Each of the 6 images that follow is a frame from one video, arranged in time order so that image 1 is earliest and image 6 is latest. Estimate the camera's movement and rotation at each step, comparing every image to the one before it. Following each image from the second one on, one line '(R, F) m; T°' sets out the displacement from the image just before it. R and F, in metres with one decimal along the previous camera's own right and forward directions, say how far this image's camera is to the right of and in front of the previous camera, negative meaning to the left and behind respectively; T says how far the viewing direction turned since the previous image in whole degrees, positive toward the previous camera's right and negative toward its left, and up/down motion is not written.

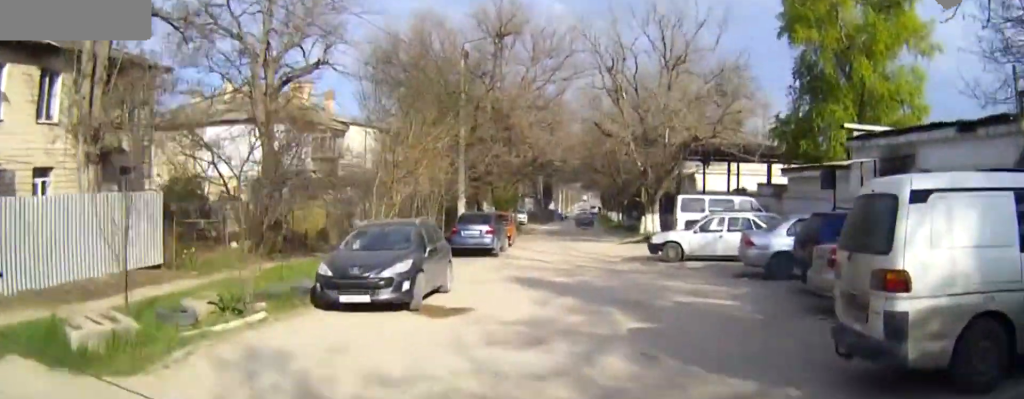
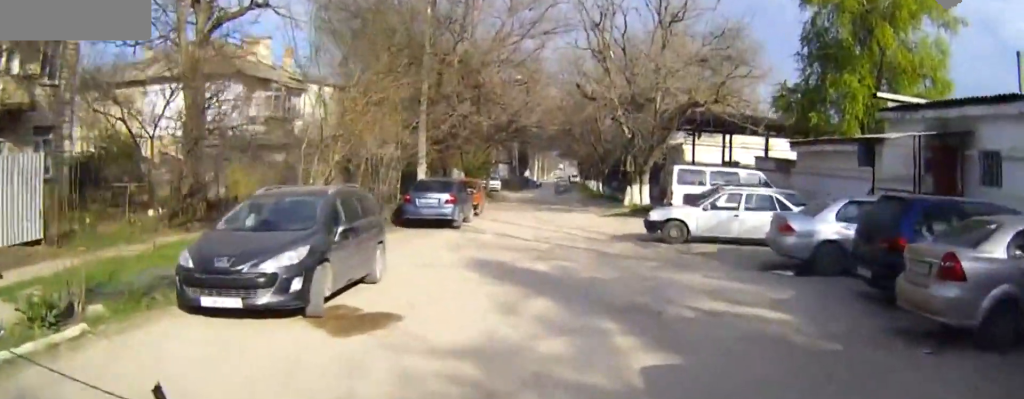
(0.0, +4.3) m; 0°
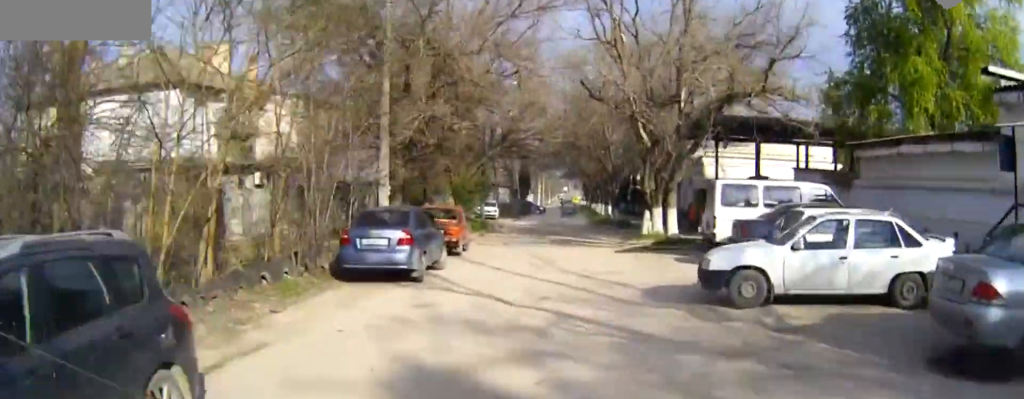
(0.0, +5.7) m; 0°
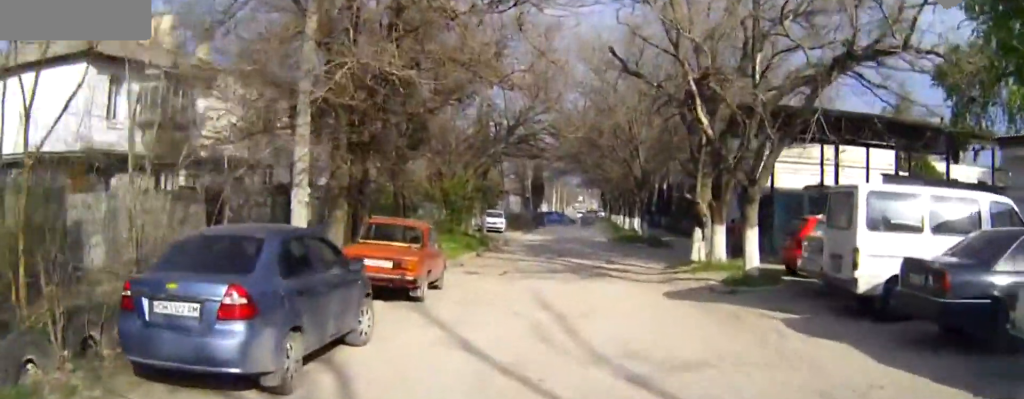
(0.0, +5.2) m; 0°
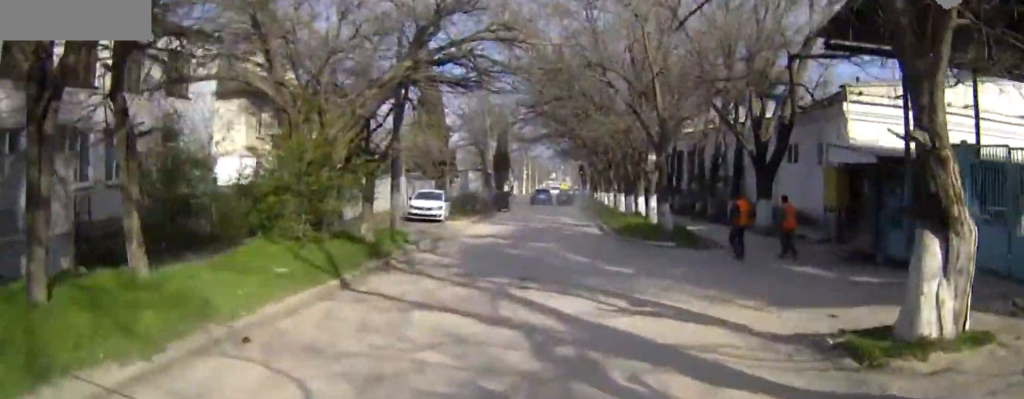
(0.0, +12.8) m; 0°
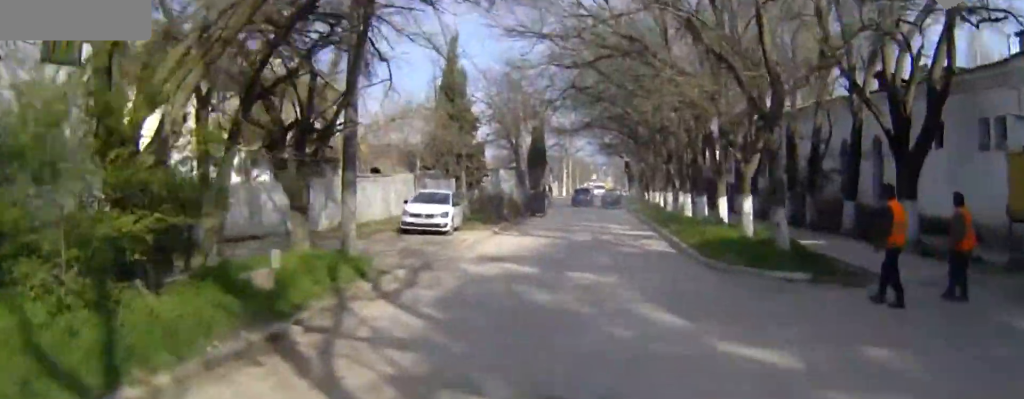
(0.0, +9.5) m; 0°
